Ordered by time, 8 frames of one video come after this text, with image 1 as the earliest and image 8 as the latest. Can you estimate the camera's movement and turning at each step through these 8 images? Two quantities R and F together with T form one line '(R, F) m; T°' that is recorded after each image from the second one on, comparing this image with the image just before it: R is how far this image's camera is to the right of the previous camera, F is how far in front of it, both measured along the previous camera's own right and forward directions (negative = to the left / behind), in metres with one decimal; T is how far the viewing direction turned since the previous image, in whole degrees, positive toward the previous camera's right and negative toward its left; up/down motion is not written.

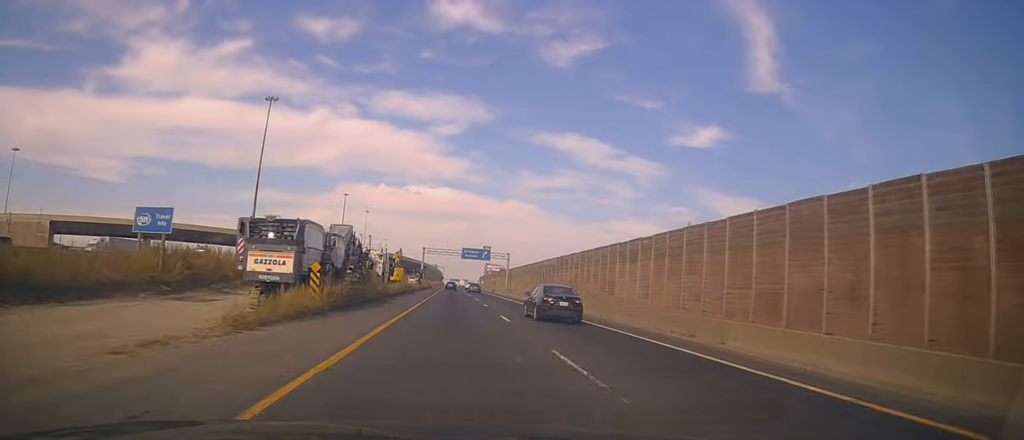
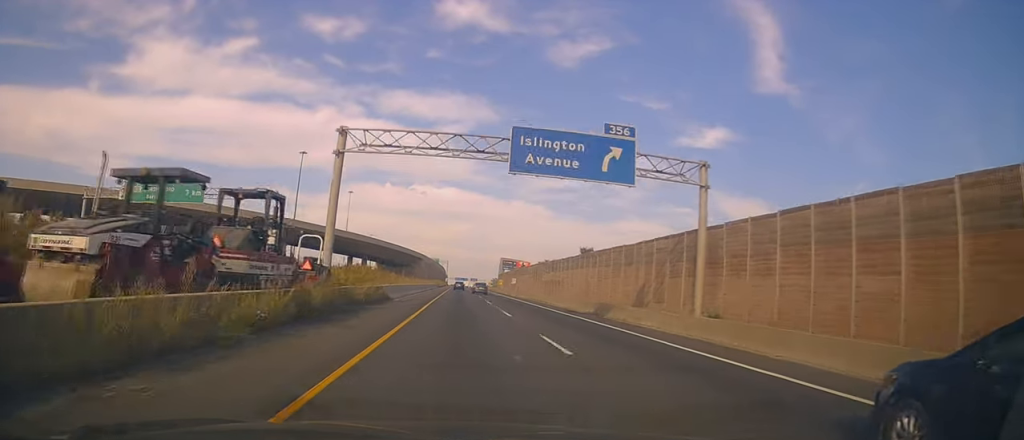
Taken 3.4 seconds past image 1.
(-0.3, +83.7) m; -1°
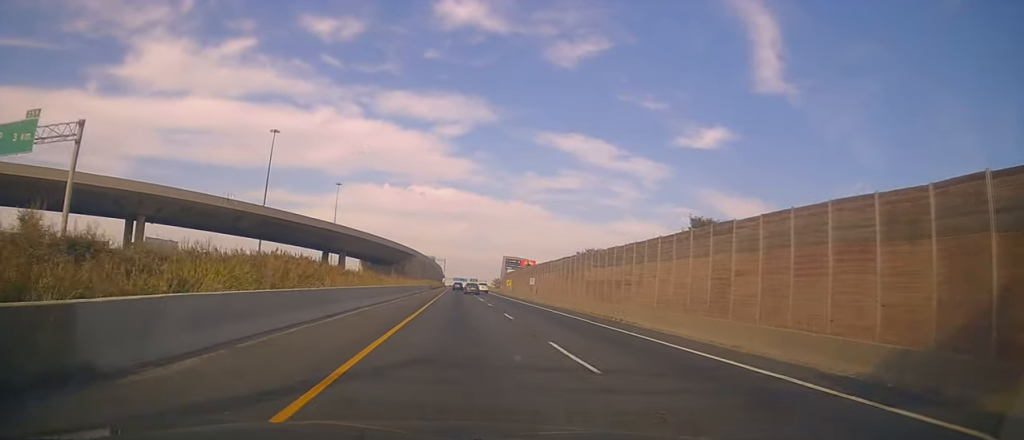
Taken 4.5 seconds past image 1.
(-0.4, +27.1) m; -1°
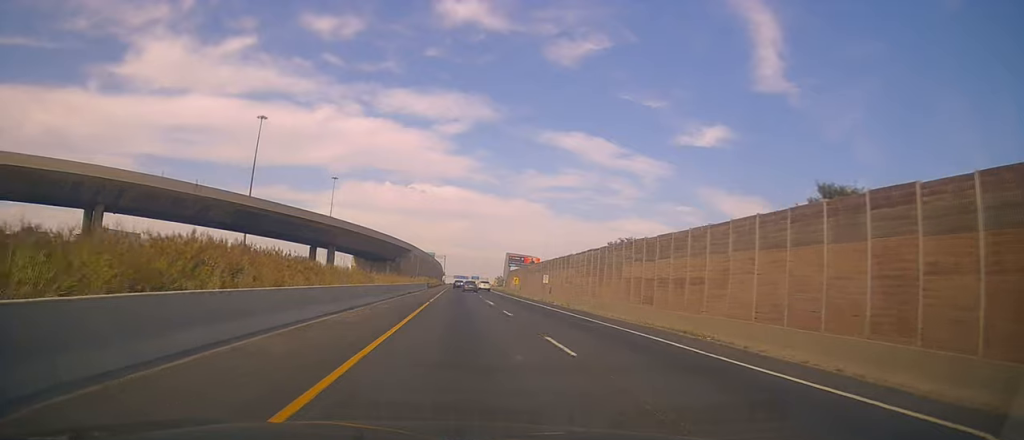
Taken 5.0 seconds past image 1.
(-0.1, +11.5) m; 0°
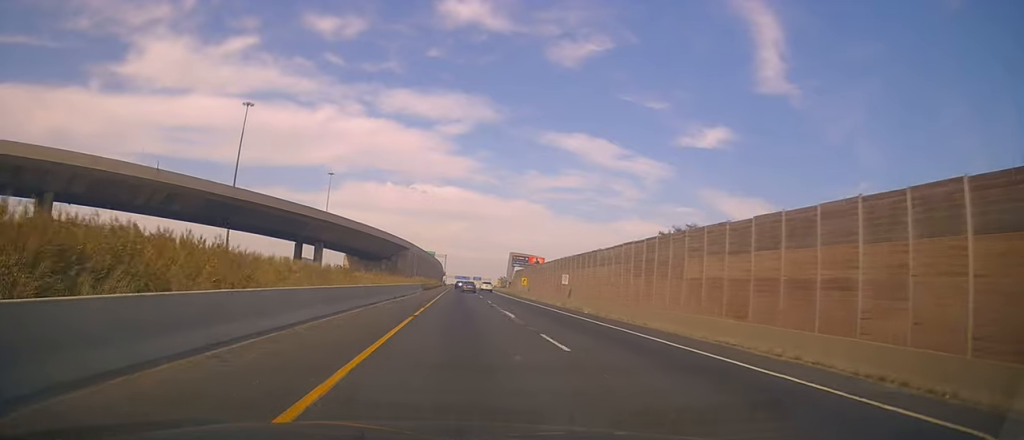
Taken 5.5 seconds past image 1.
(+0.2, +11.6) m; 0°
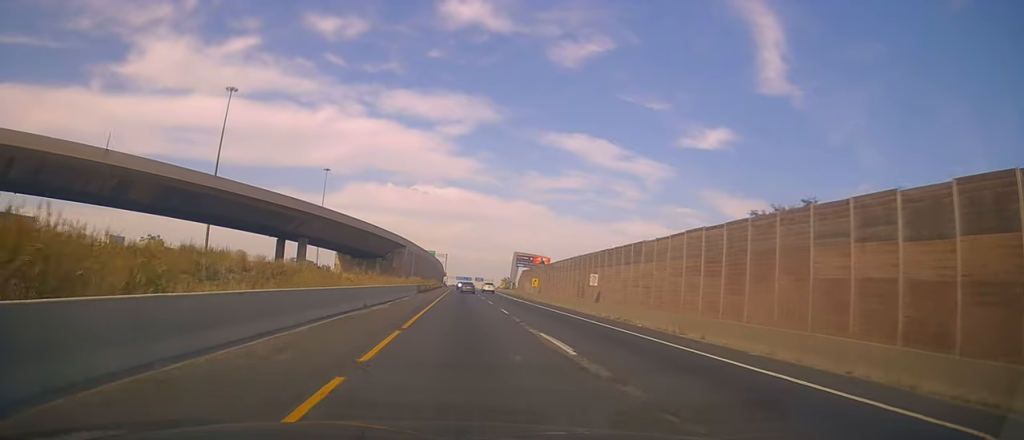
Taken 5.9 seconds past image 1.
(+0.2, +11.6) m; 0°
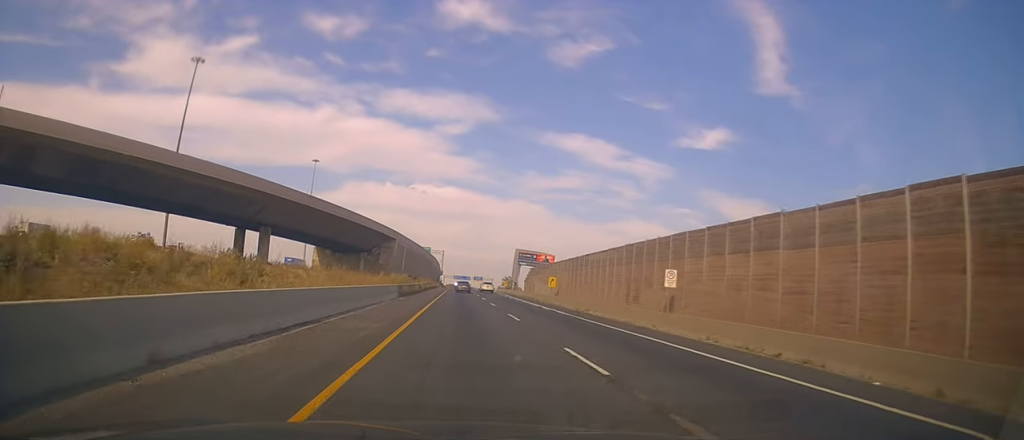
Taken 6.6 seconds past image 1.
(-0.2, +17.2) m; -1°
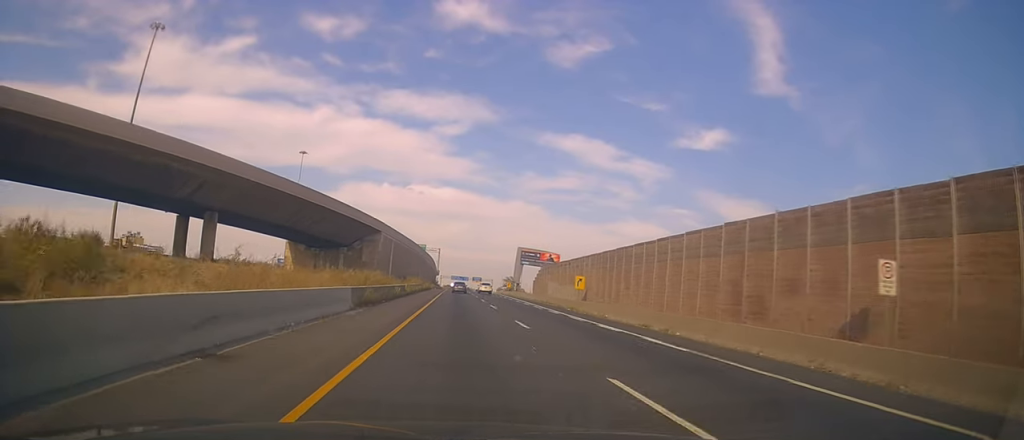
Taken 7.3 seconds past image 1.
(-0.1, +16.4) m; 0°
